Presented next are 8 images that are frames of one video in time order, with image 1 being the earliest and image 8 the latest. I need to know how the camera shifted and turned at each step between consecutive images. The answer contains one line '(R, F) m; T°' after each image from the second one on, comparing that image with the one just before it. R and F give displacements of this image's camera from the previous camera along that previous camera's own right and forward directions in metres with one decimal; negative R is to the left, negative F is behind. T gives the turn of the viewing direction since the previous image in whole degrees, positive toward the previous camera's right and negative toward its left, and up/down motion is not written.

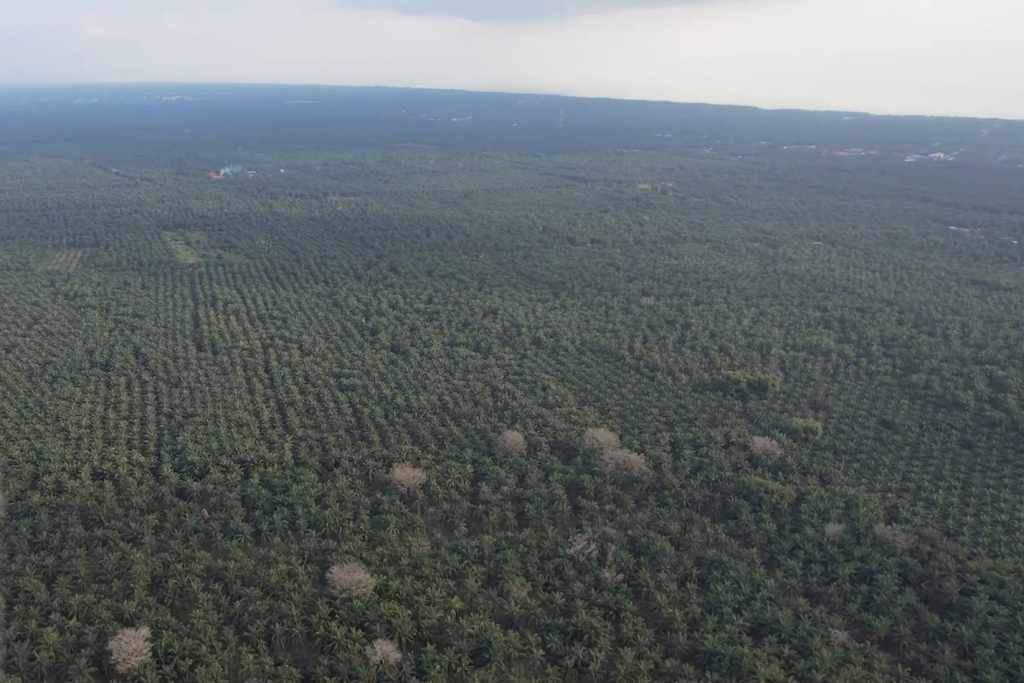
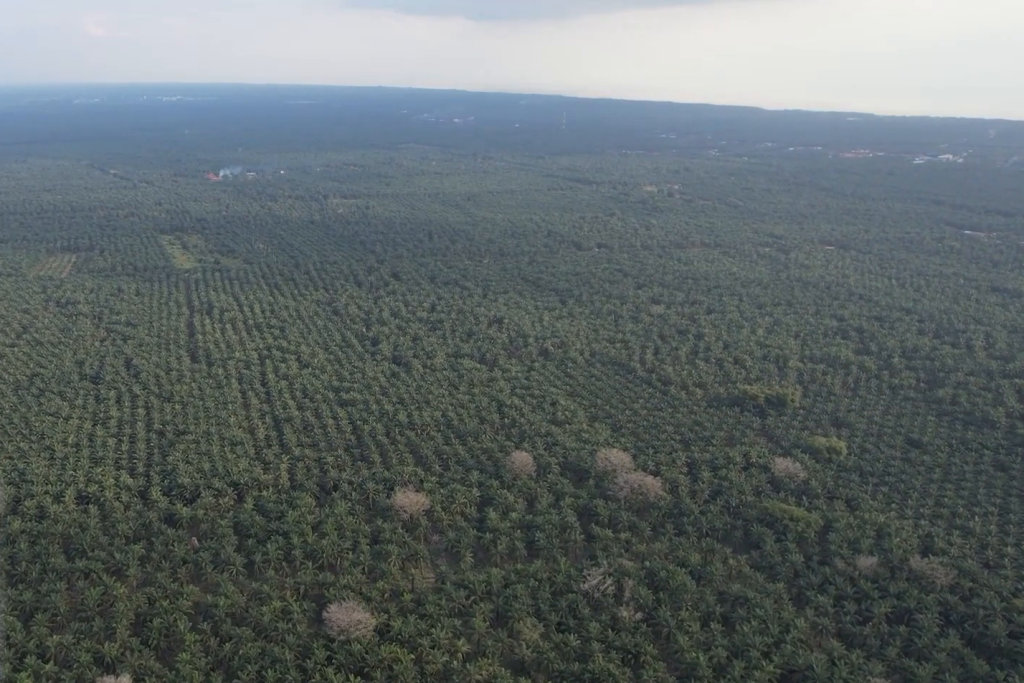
(0.0, +27.3) m; 0°
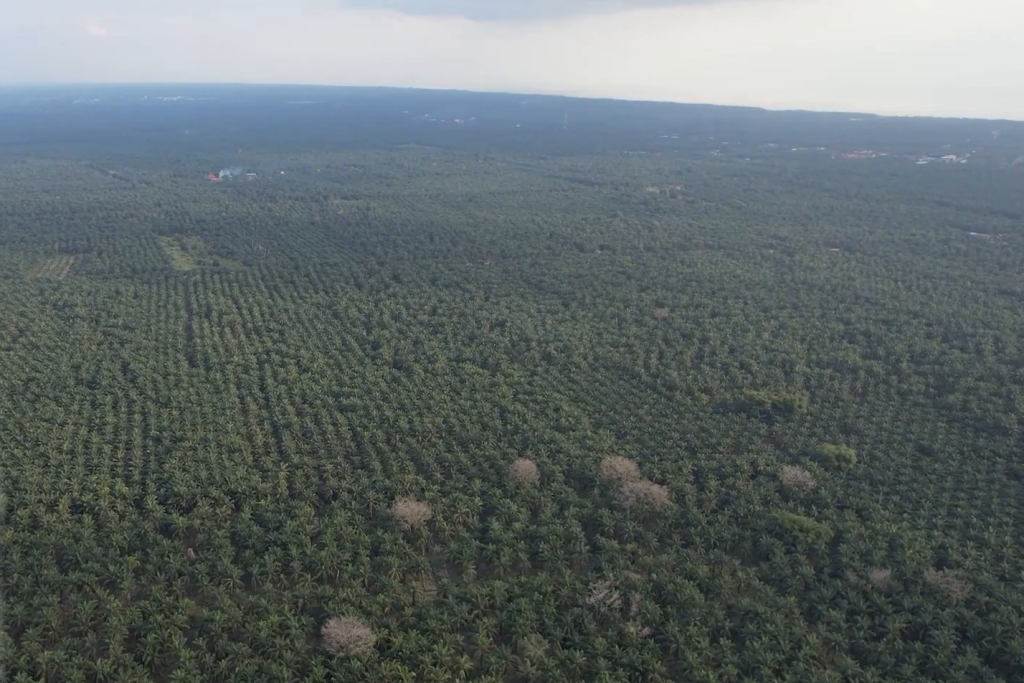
(0.0, +10.0) m; 0°
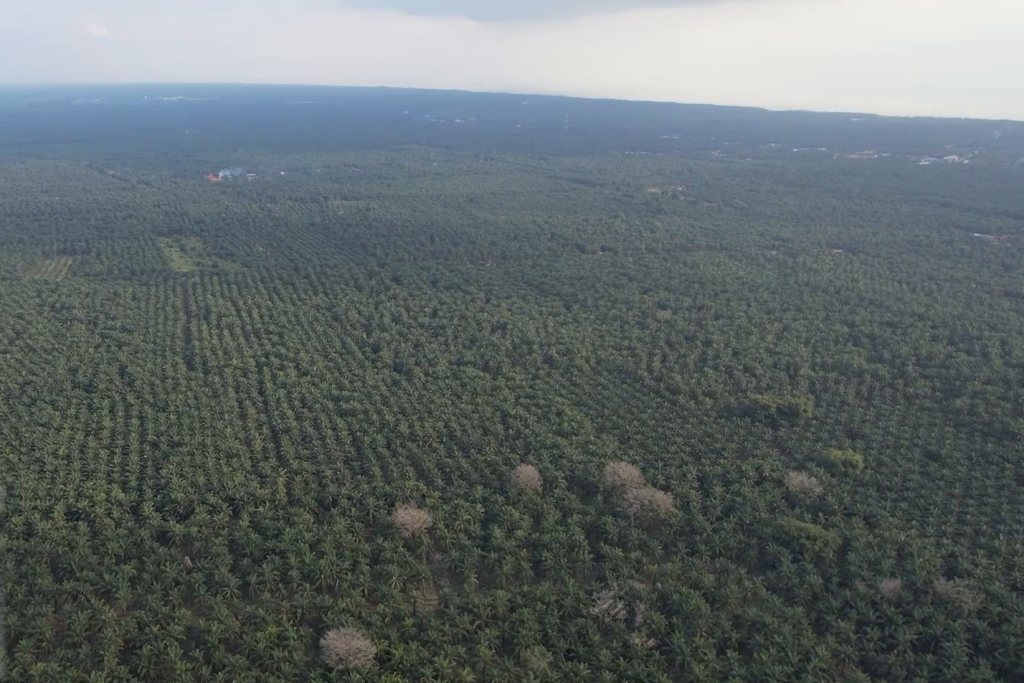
(0.0, +7.1) m; 0°
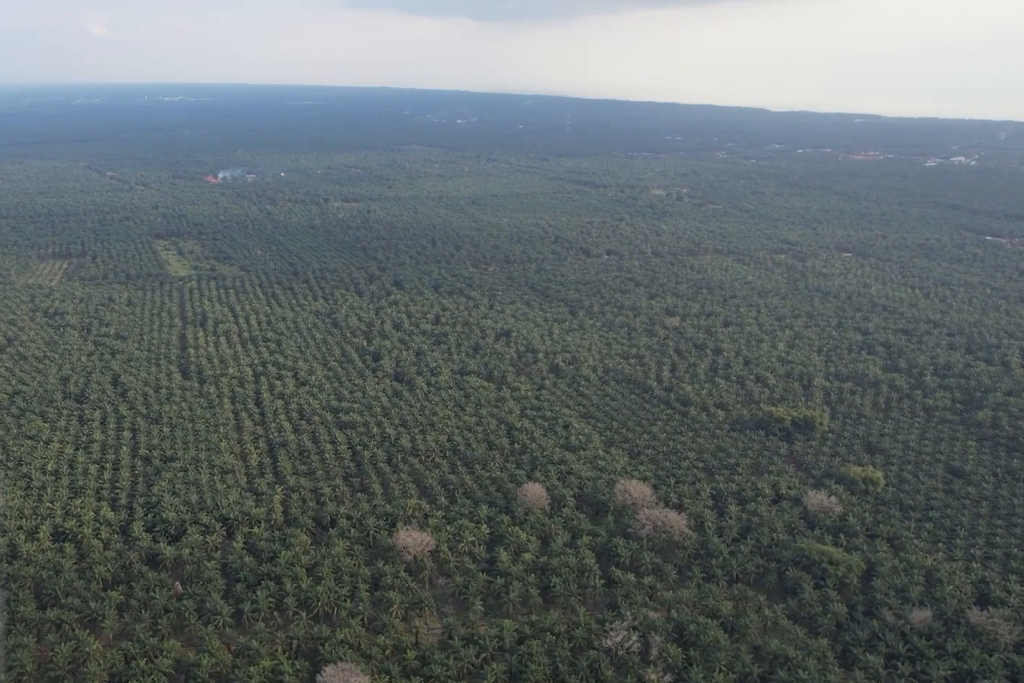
(0.0, +20.1) m; 0°
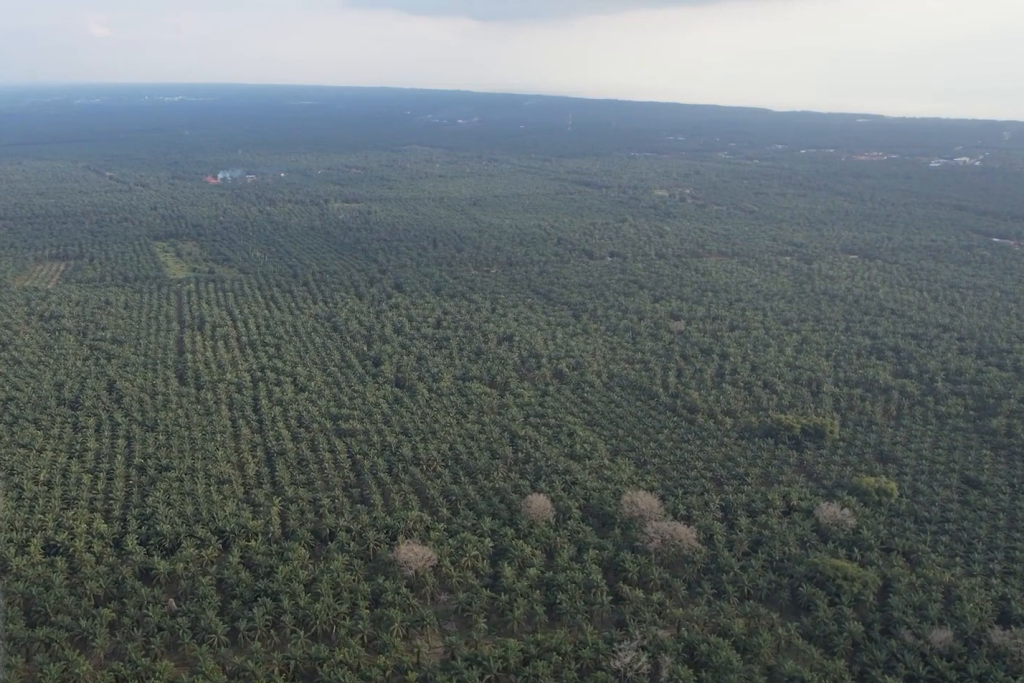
(0.0, +12.4) m; 0°
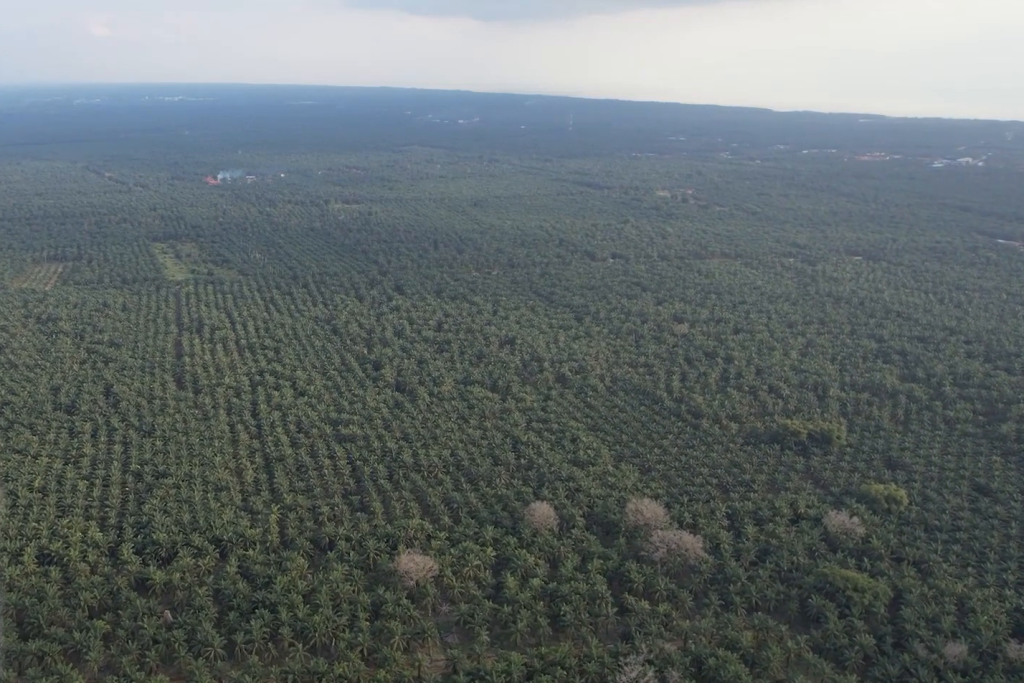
(0.0, +8.3) m; 0°
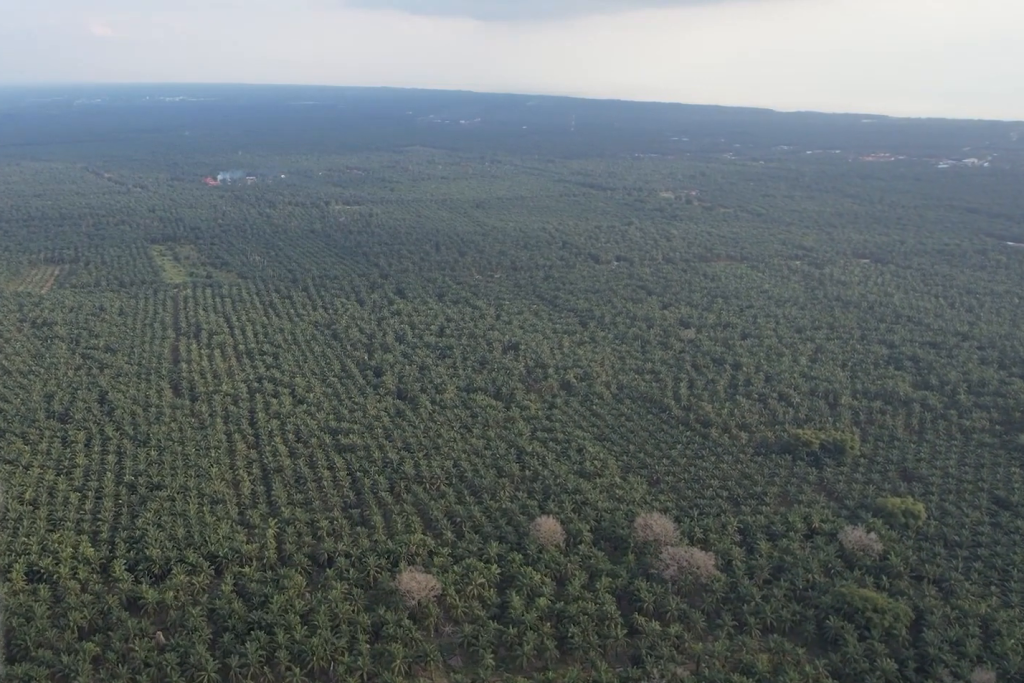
(0.0, +14.2) m; 0°
